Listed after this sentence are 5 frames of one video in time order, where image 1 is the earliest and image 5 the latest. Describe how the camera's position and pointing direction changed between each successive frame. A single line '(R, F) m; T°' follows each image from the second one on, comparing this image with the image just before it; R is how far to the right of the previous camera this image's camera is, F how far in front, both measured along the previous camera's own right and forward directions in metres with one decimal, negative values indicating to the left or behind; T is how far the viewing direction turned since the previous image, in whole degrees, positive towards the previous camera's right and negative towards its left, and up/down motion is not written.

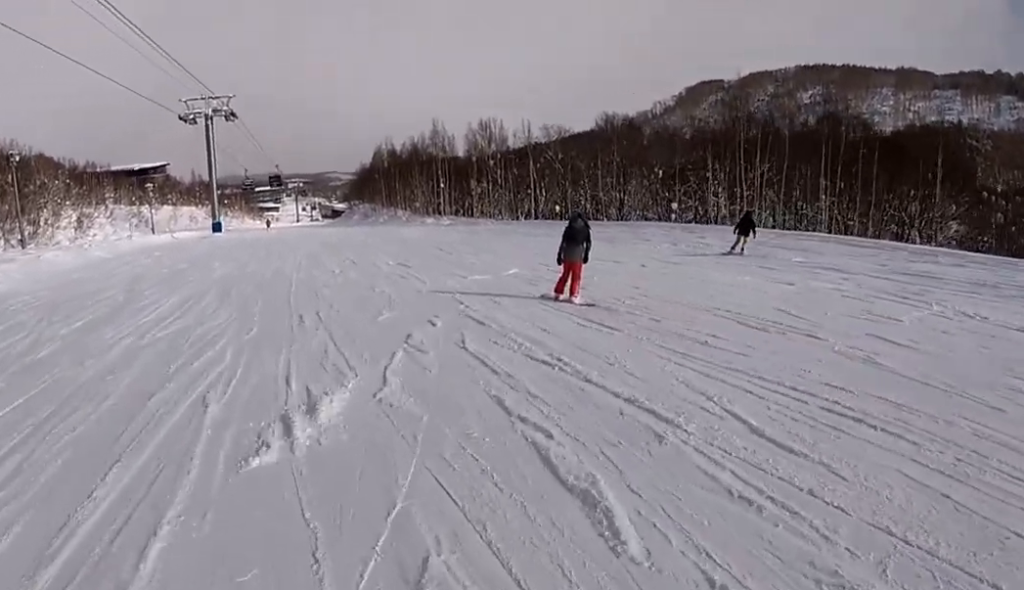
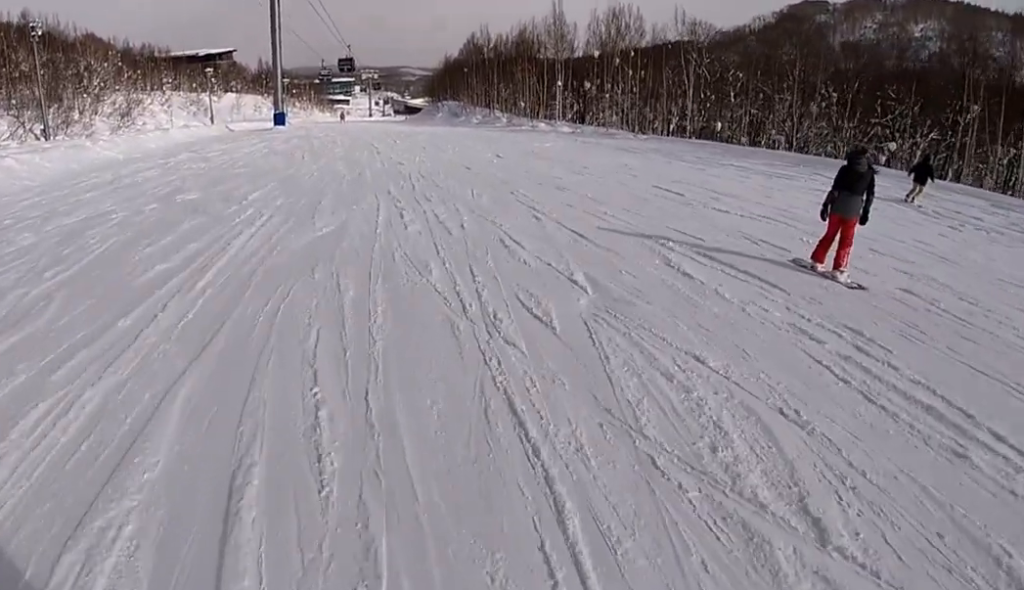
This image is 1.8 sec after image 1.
(-0.1, +12.9) m; -11°
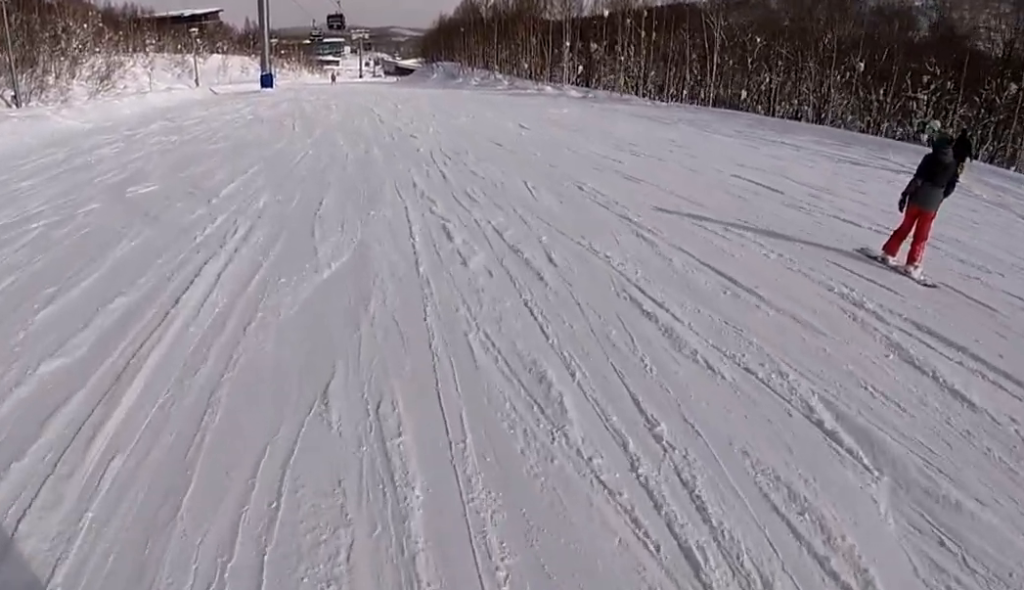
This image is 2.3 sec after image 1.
(0.0, +3.7) m; -1°
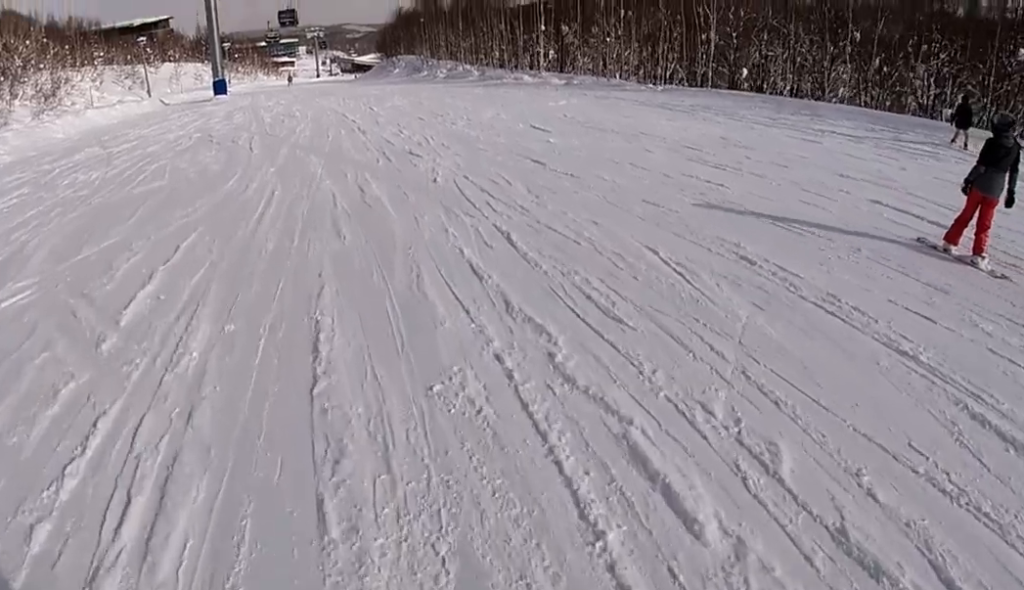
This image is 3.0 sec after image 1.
(0.0, +4.9) m; +2°
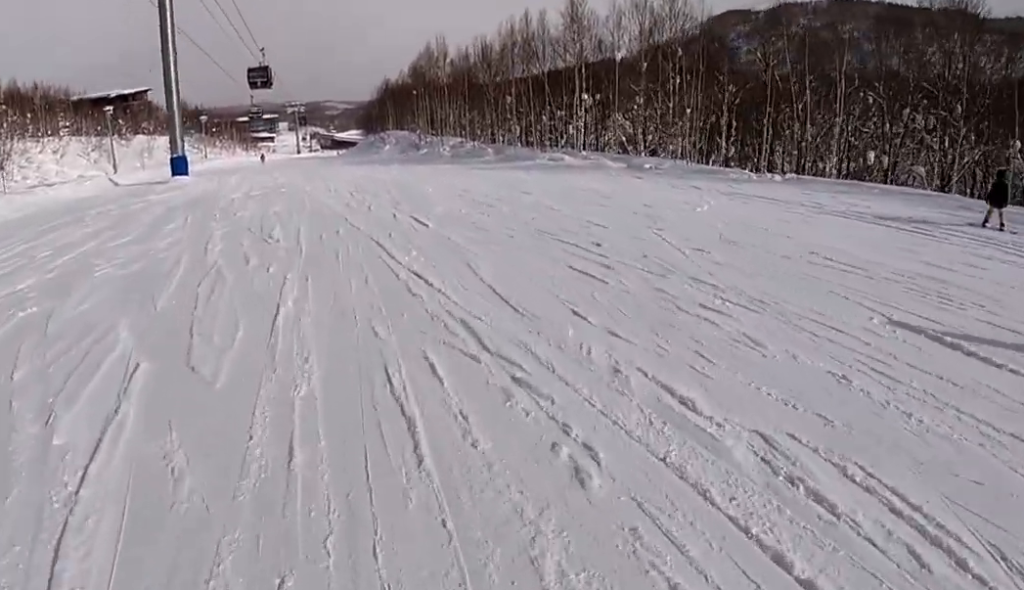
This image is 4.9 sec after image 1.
(+2.4, +13.0) m; +10°
